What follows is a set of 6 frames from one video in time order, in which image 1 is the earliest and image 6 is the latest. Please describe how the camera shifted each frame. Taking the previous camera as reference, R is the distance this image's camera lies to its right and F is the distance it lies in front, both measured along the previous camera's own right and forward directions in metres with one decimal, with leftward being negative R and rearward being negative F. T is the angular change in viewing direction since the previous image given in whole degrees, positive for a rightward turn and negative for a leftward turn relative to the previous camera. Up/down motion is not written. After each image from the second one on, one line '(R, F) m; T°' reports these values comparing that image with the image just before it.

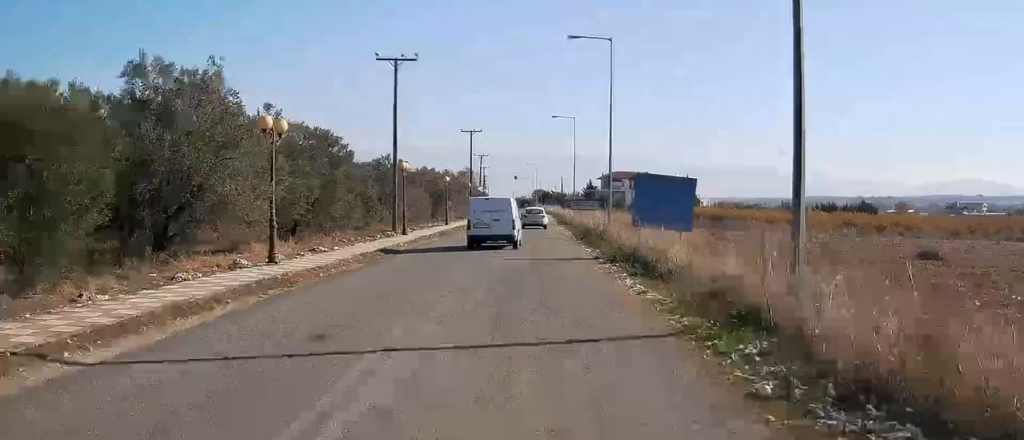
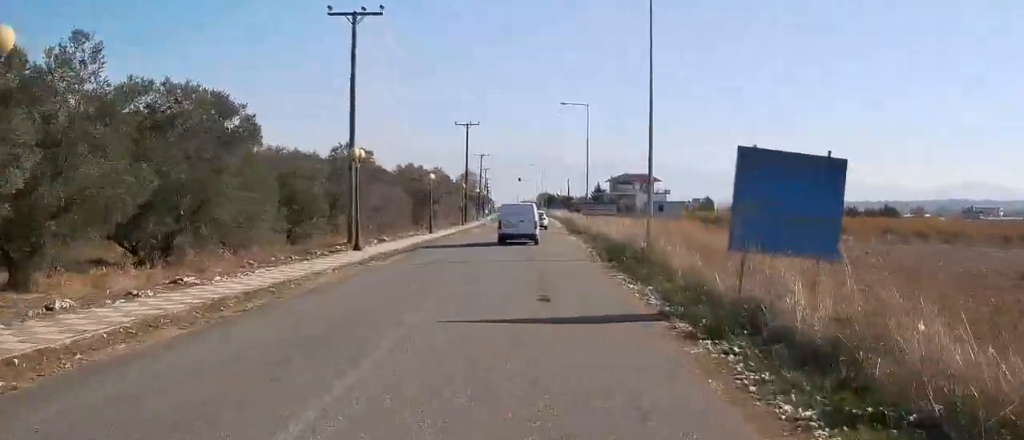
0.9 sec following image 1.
(0.0, +12.3) m; 0°
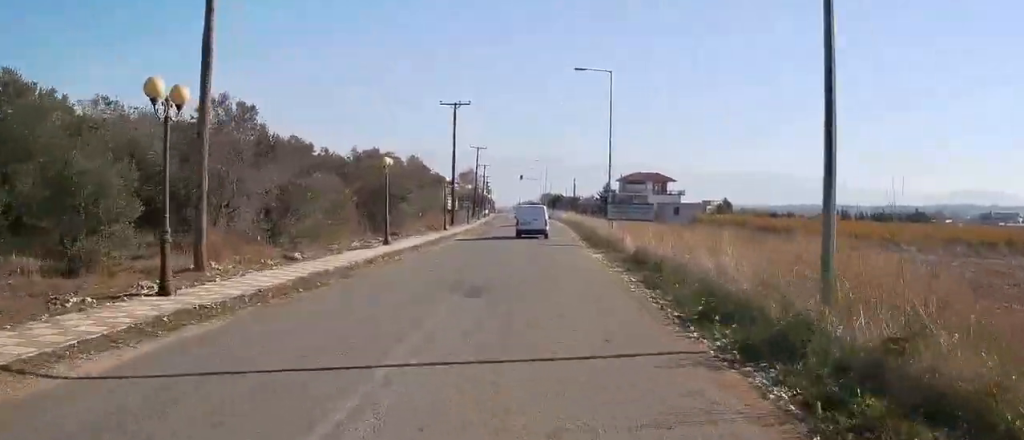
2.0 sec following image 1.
(0.0, +16.4) m; -1°
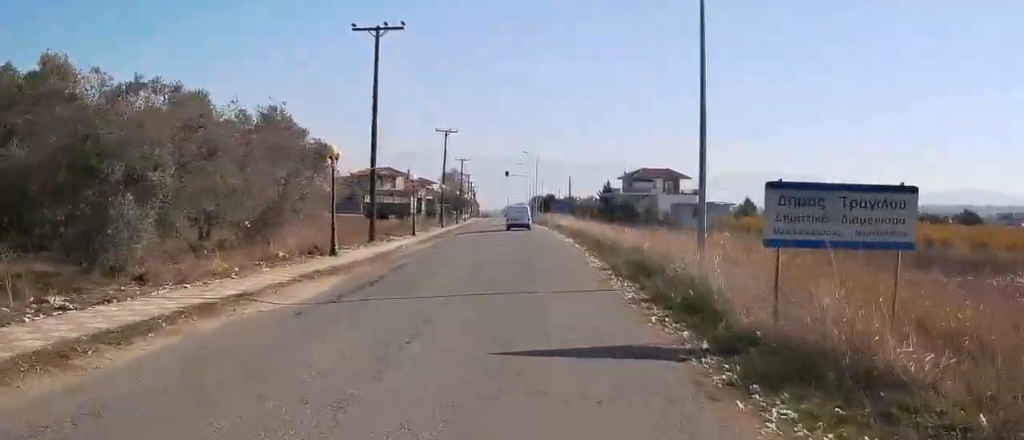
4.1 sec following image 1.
(-0.2, +29.0) m; +1°
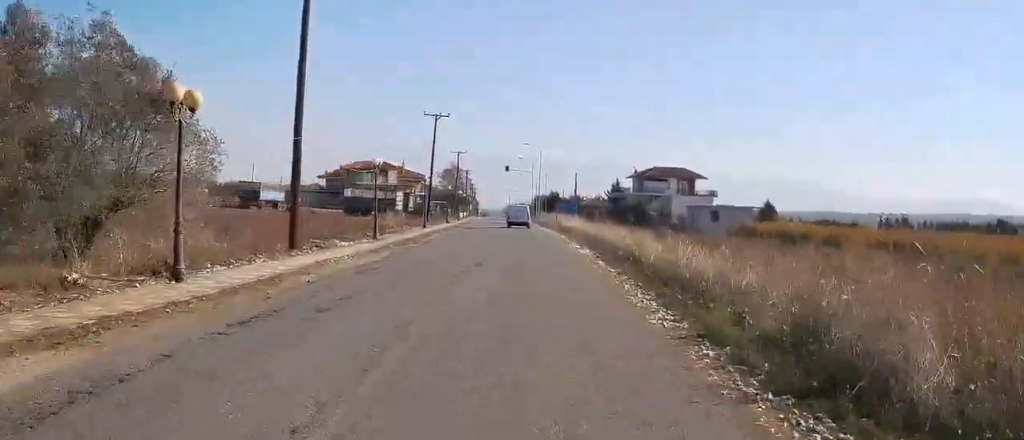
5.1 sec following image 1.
(+0.2, +12.7) m; +1°
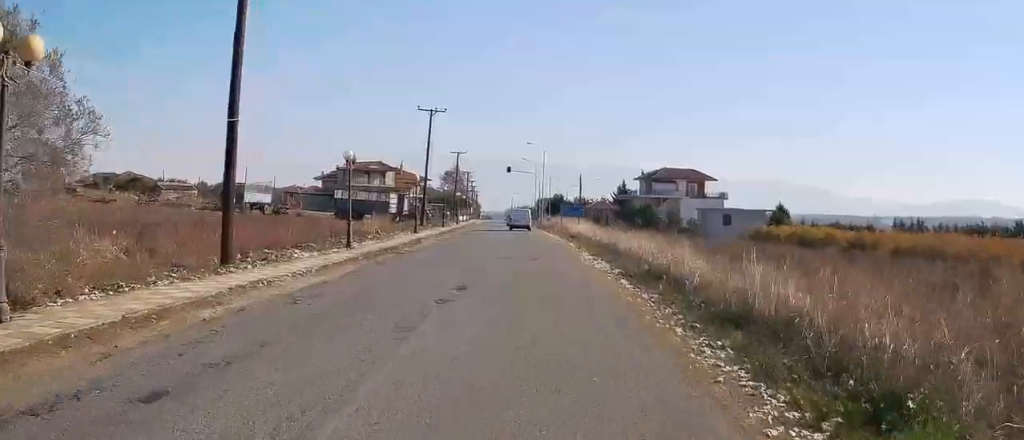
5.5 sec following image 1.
(0.0, +5.8) m; 0°
